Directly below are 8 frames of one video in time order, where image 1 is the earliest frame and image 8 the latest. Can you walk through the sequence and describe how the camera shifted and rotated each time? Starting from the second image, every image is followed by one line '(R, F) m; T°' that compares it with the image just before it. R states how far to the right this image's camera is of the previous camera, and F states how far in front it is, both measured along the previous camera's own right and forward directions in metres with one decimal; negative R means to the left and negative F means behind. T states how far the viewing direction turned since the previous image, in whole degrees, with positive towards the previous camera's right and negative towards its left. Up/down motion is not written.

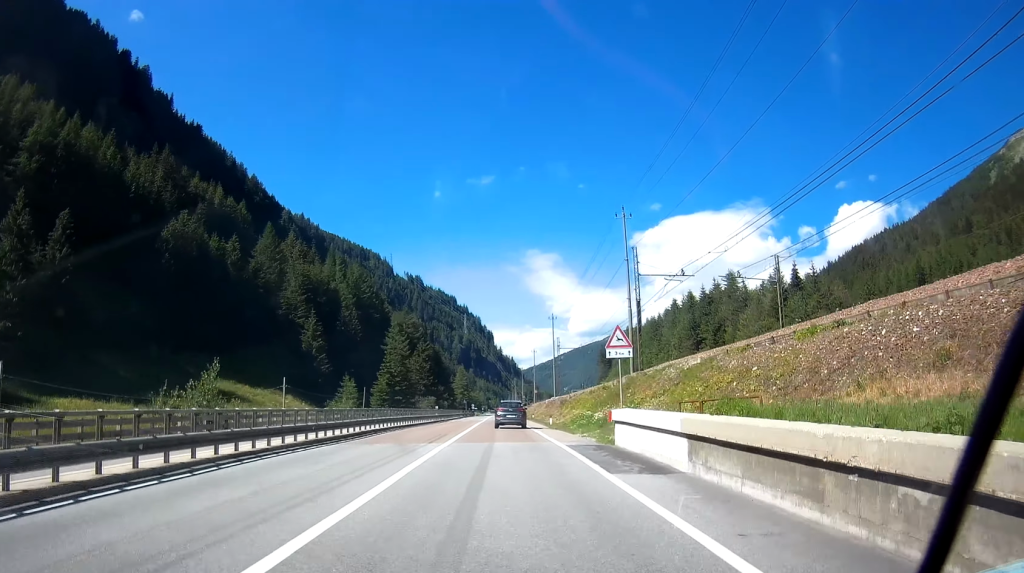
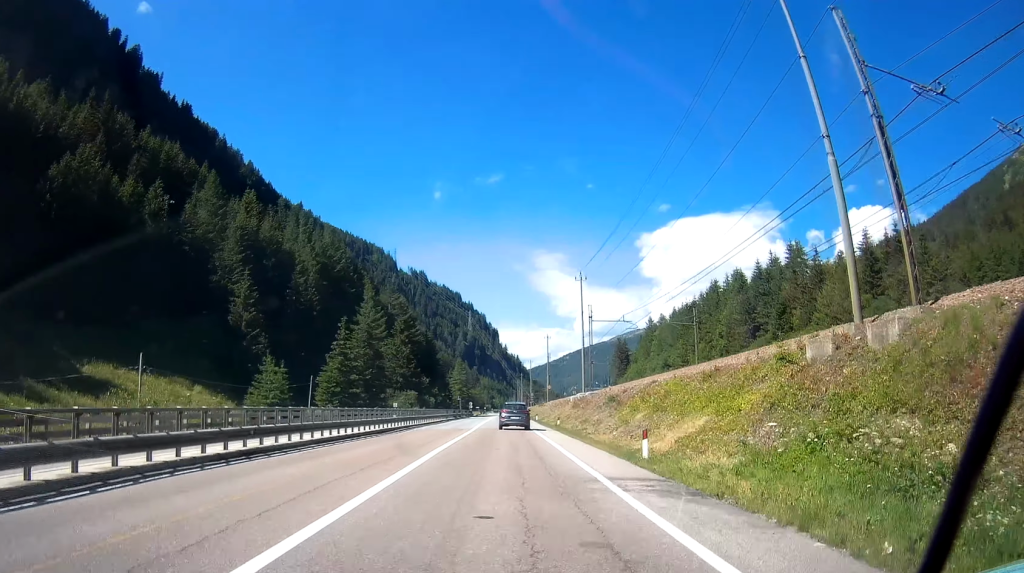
(0.0, +30.1) m; 0°
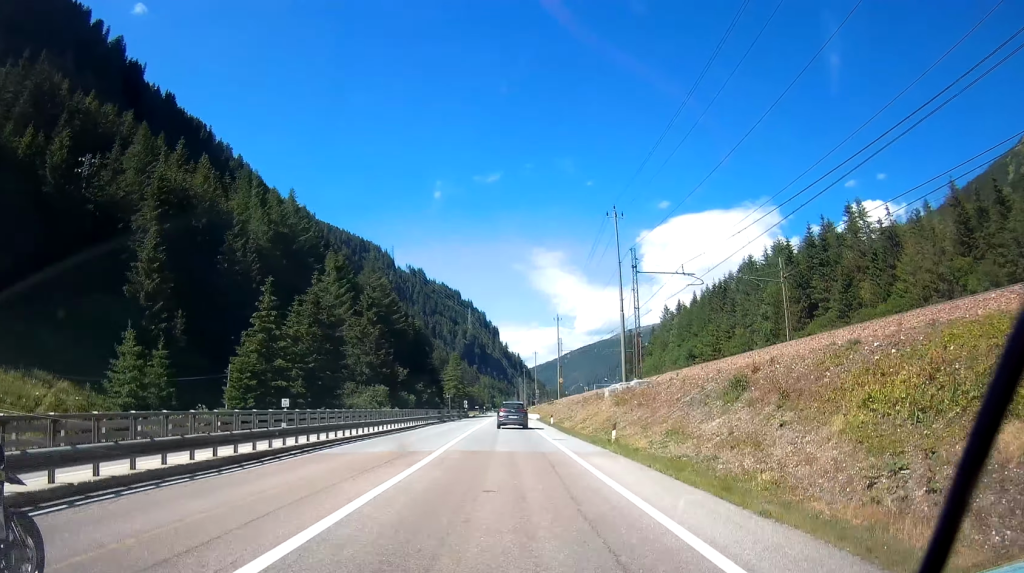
(0.0, +21.9) m; 0°
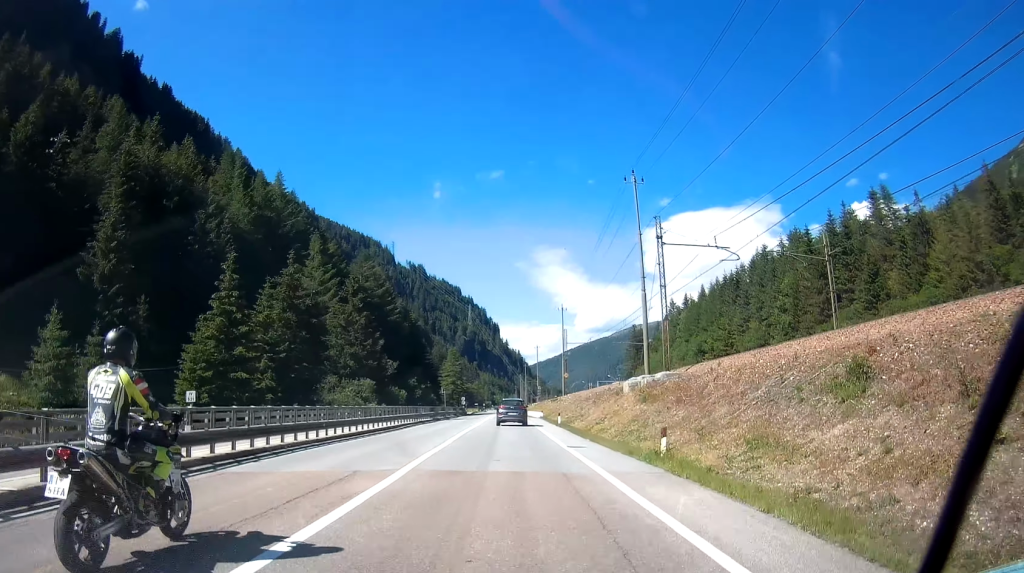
(0.0, +6.8) m; 0°
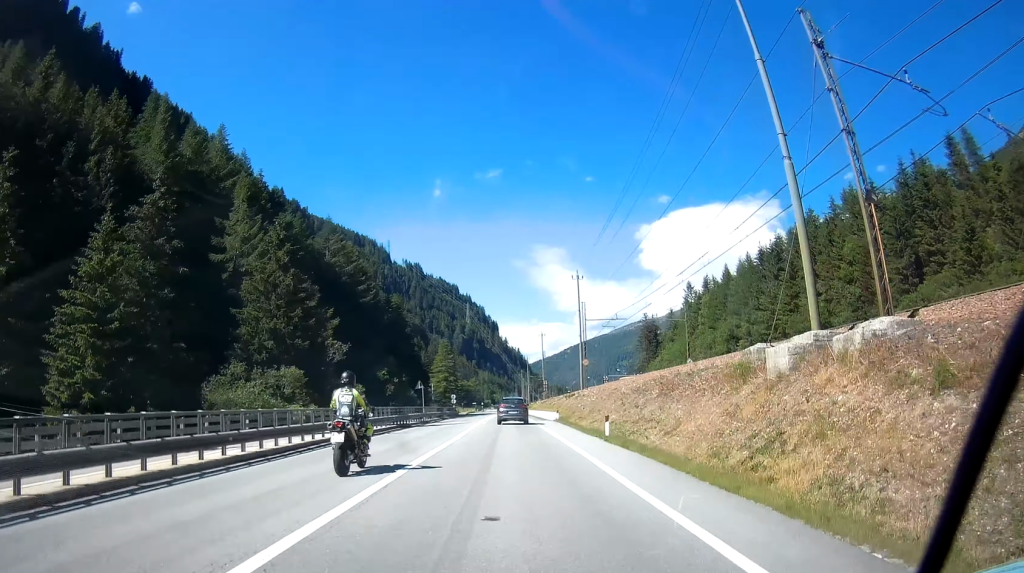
(0.0, +20.5) m; 0°
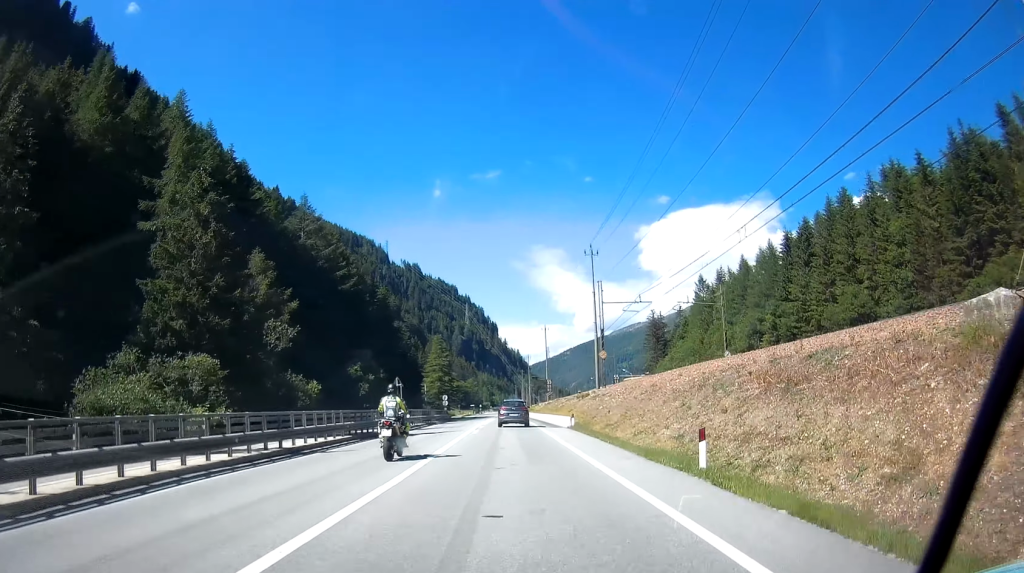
(0.0, +11.4) m; 0°
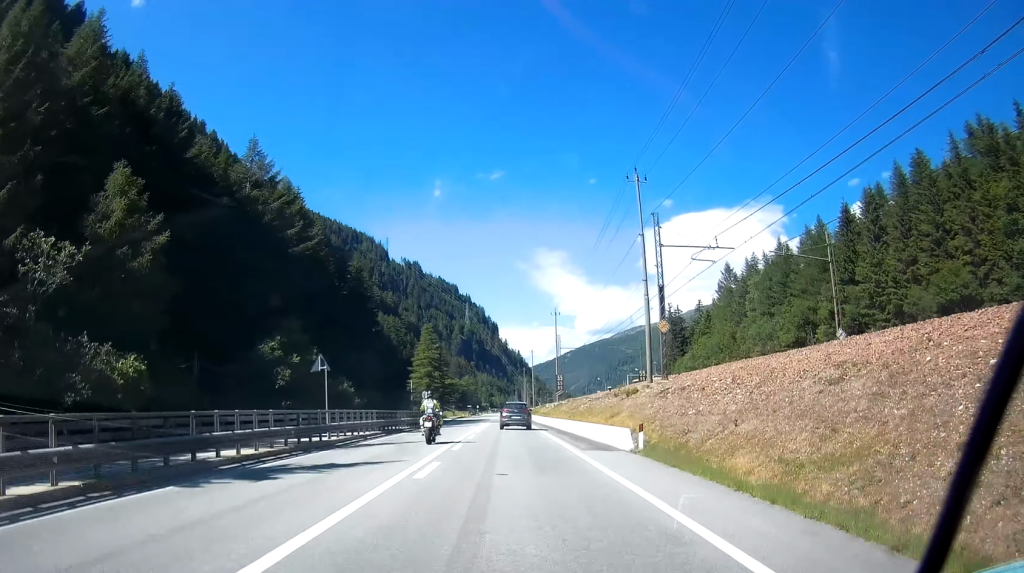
(+0.1, +19.2) m; 0°
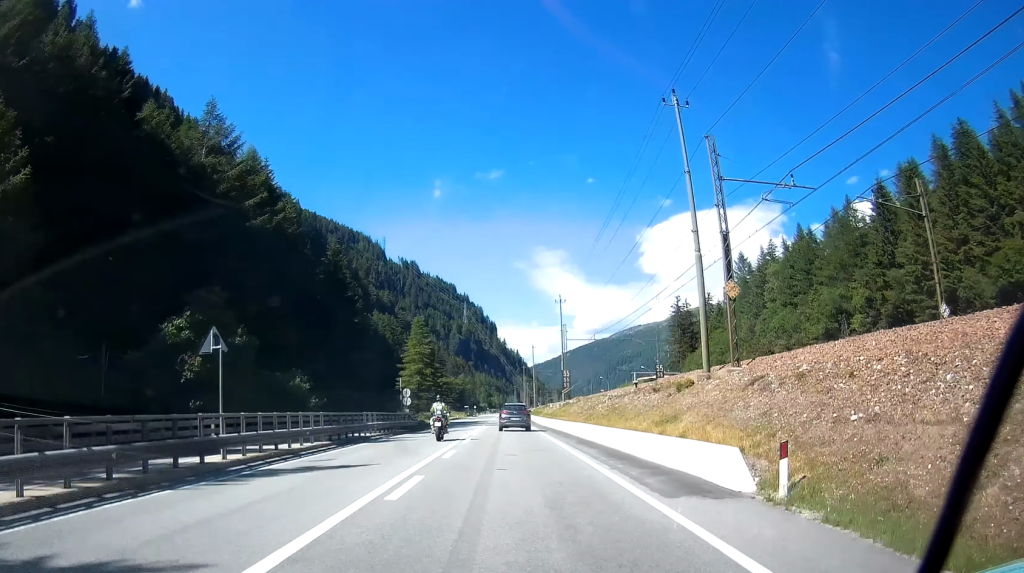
(0.0, +10.0) m; 0°
